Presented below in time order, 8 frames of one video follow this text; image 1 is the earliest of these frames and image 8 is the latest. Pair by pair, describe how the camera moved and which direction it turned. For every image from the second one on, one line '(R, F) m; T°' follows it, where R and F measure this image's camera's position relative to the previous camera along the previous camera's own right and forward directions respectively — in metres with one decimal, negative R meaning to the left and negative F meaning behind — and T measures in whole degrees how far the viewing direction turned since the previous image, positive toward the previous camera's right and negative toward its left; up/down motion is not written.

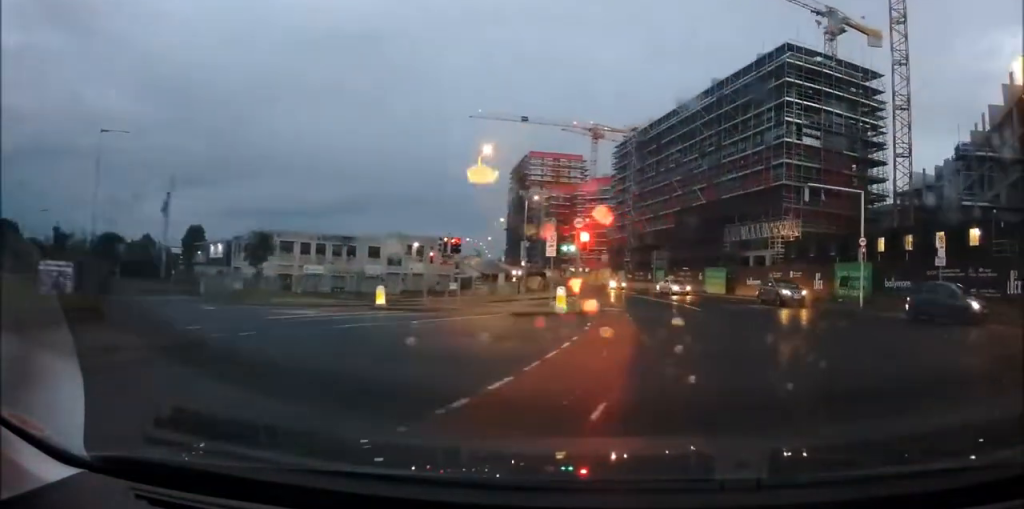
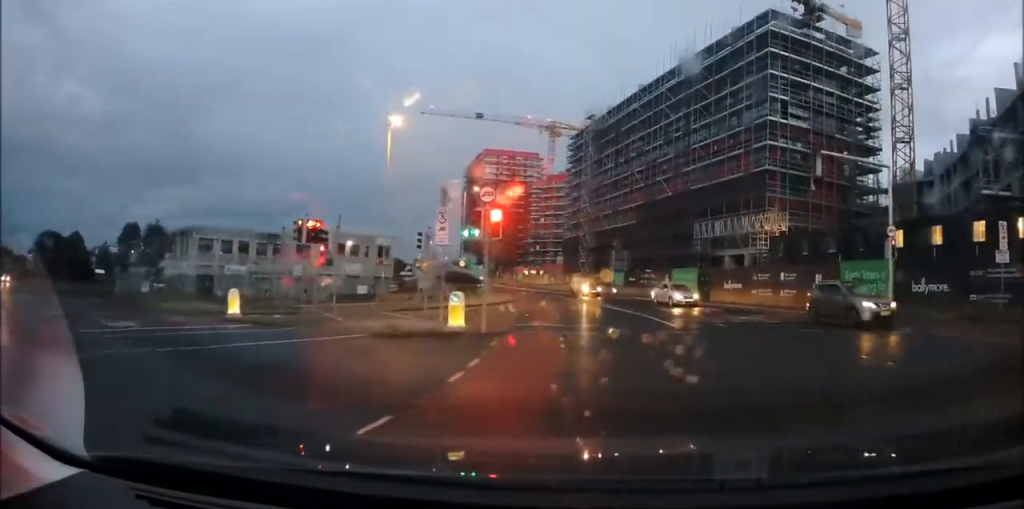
(+0.4, +8.6) m; +1°
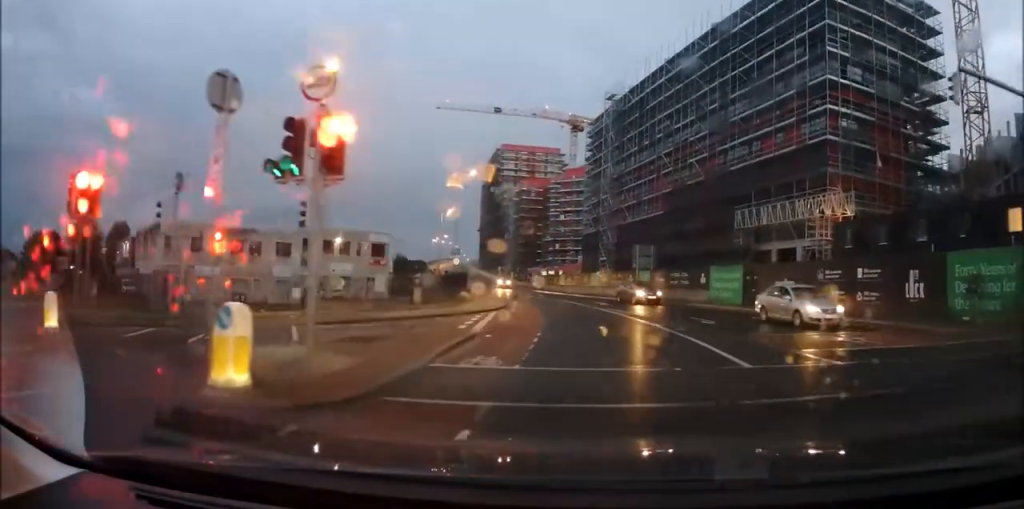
(-0.2, +9.6) m; -3°
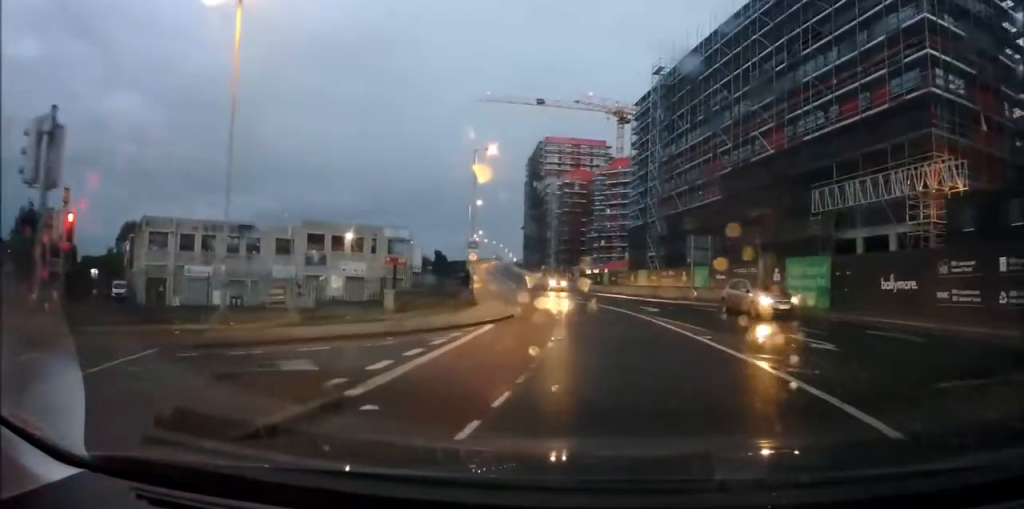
(-0.1, +8.6) m; -4°
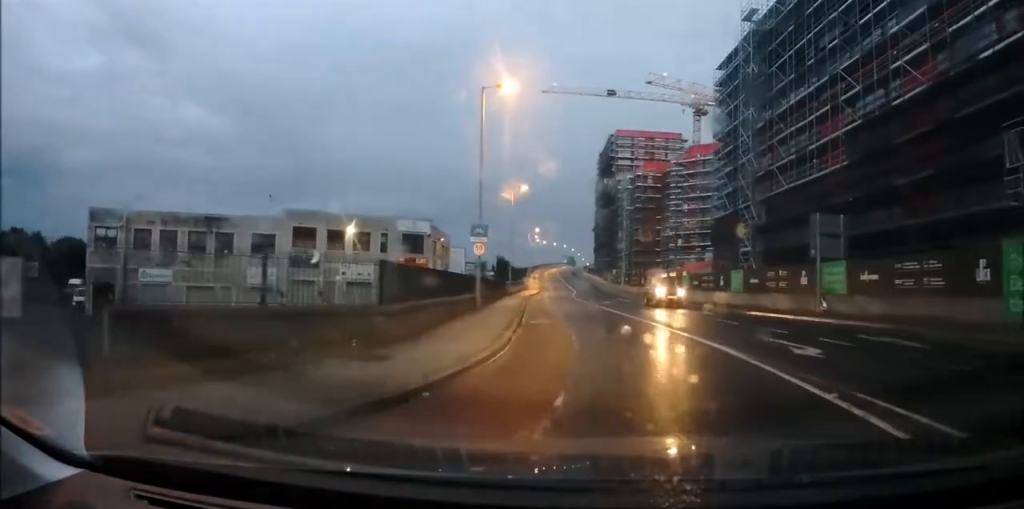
(-1.1, +14.9) m; -7°
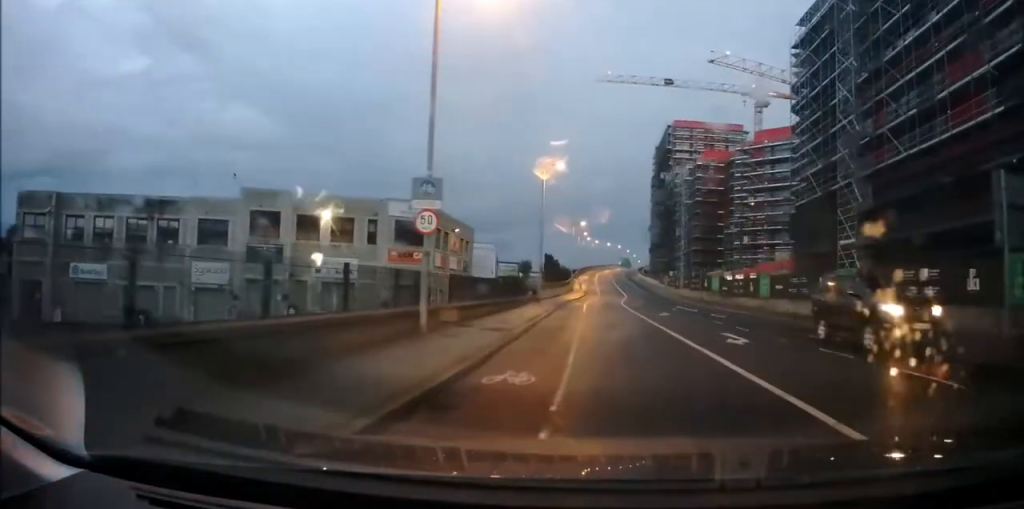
(-0.6, +12.1) m; -5°
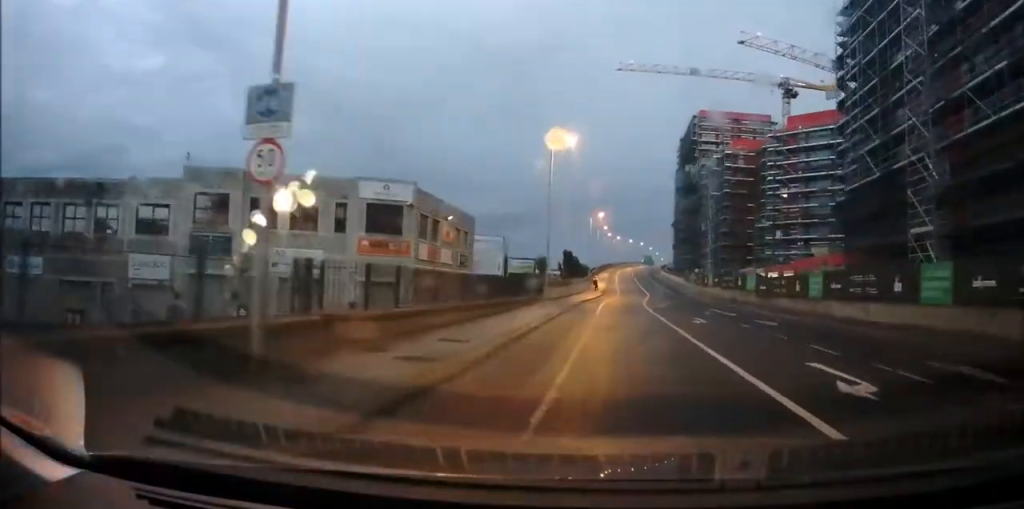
(-0.4, +7.1) m; -1°
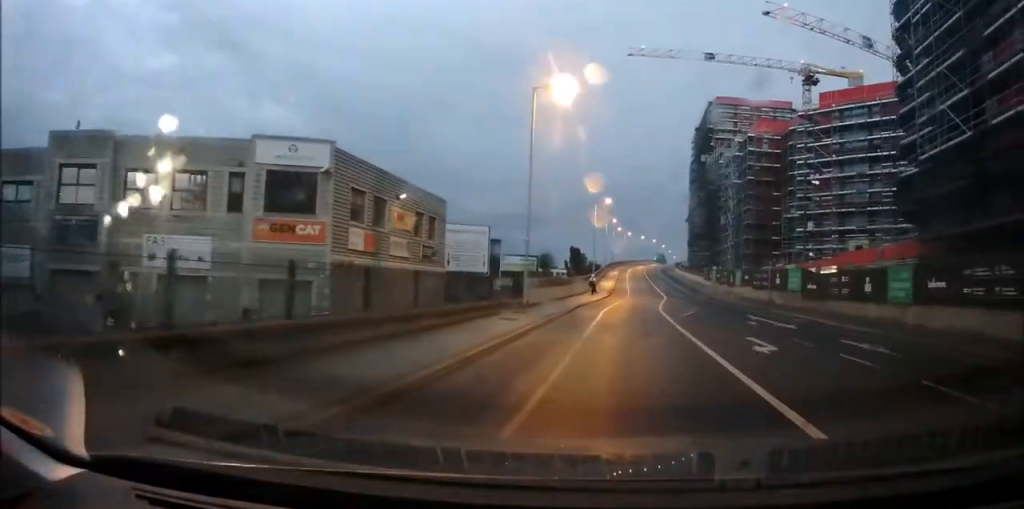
(+0.1, +9.9) m; 0°
